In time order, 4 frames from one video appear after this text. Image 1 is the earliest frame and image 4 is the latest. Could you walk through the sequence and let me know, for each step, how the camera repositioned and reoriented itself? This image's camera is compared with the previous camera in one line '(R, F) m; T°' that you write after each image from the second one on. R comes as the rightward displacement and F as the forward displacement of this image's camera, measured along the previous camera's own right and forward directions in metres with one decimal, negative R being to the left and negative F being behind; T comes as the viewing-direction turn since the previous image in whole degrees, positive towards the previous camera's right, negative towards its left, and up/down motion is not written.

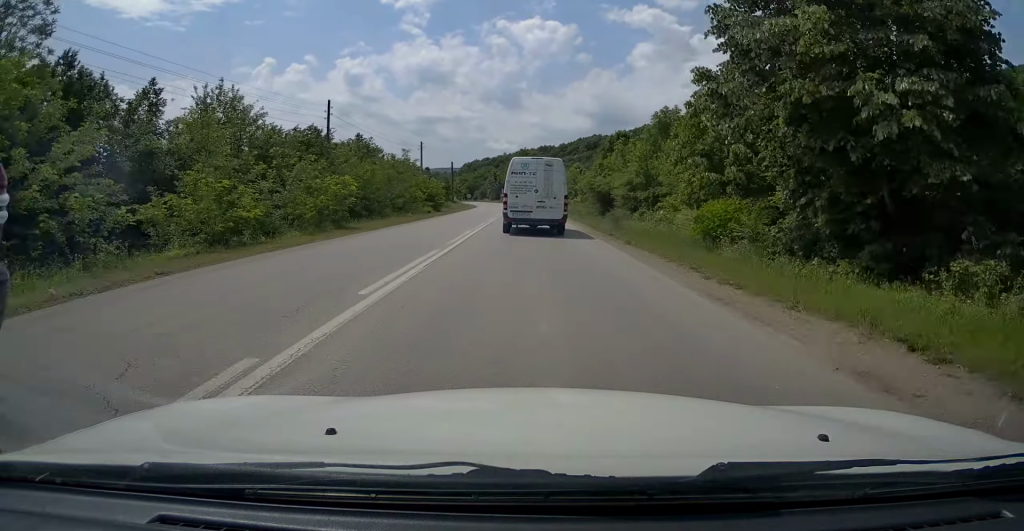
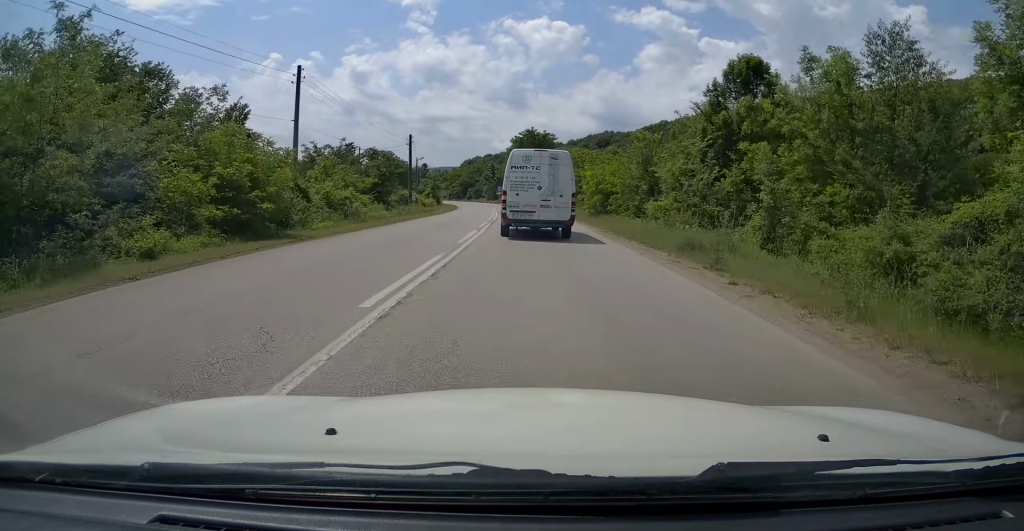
(-0.1, +37.0) m; -1°
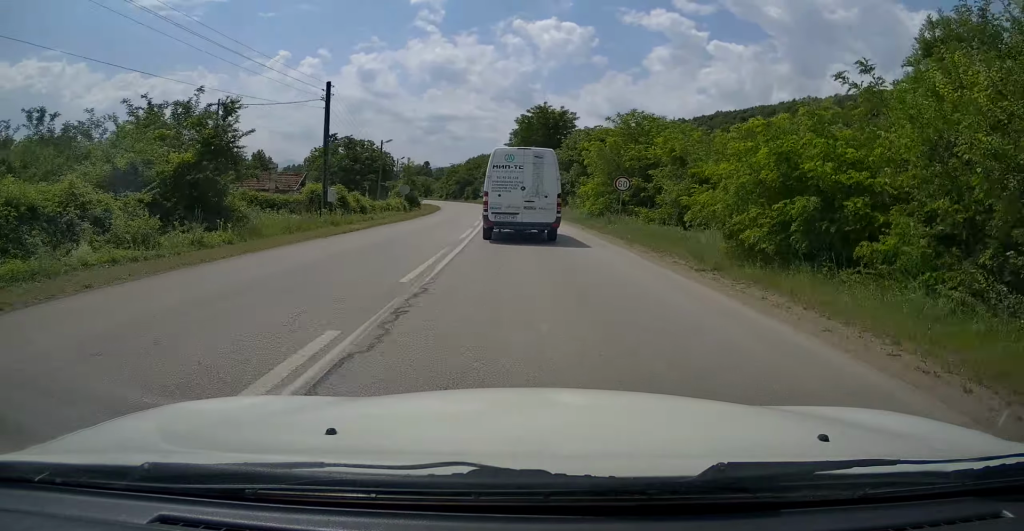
(-0.1, +25.8) m; -1°
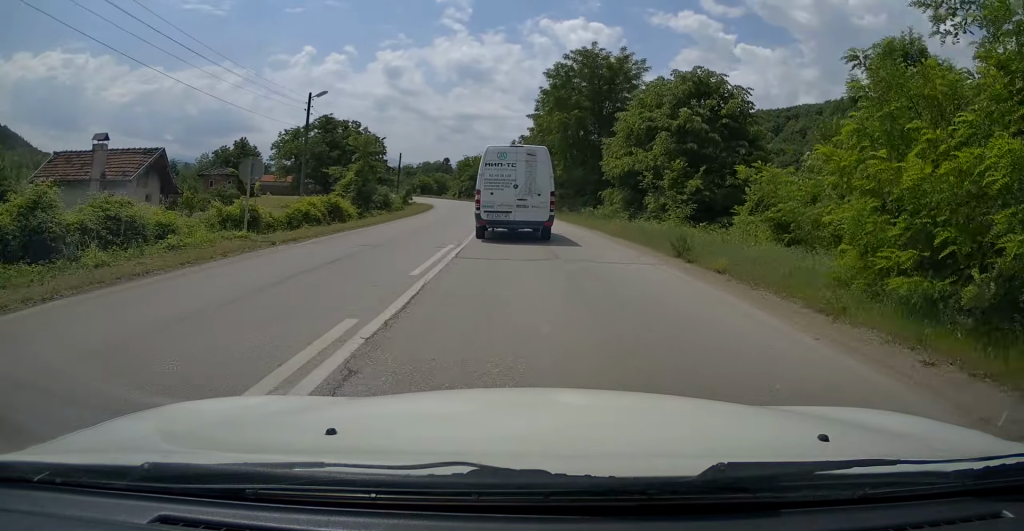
(-0.3, +27.5) m; -1°
